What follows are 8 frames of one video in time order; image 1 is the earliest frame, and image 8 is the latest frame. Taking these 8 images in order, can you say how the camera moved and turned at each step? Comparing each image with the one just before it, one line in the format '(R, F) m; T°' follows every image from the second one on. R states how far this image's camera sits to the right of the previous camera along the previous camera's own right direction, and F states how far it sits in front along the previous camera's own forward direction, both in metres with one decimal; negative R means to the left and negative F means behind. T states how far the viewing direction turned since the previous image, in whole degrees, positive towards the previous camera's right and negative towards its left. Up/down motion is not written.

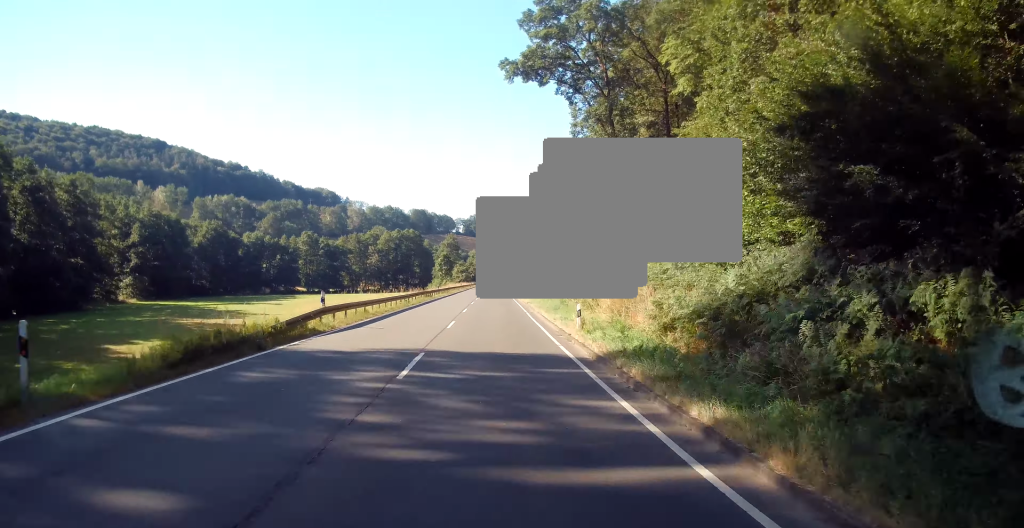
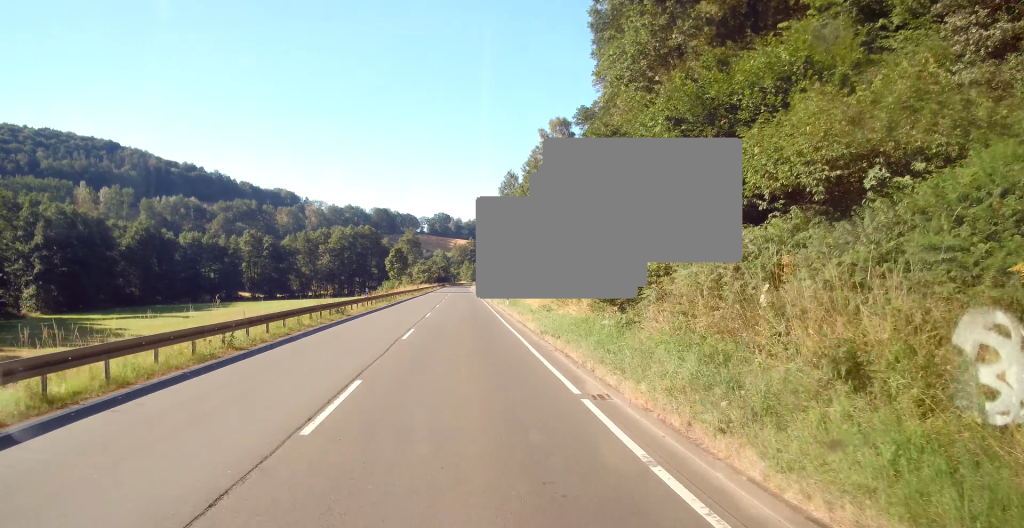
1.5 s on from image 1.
(+0.1, +27.7) m; +1°
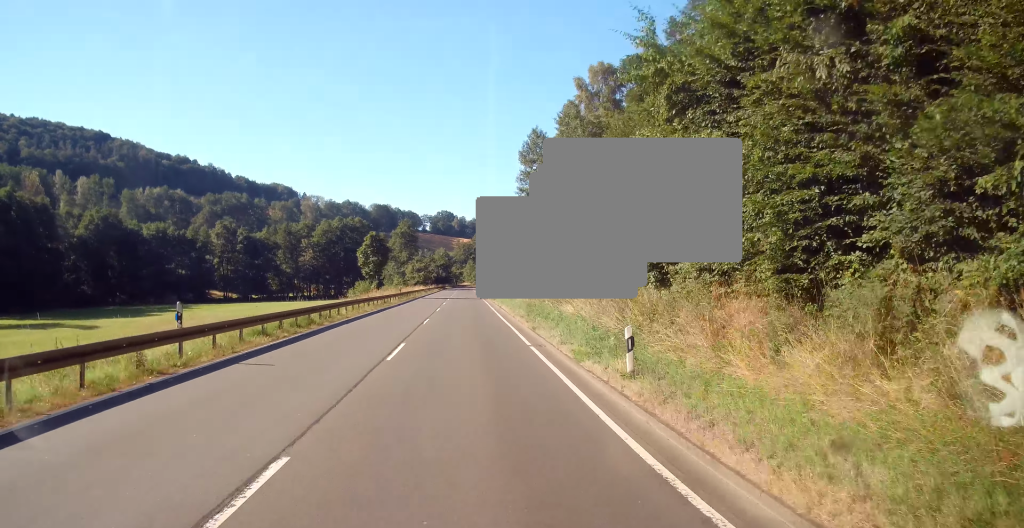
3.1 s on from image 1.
(+0.6, +29.4) m; +1°
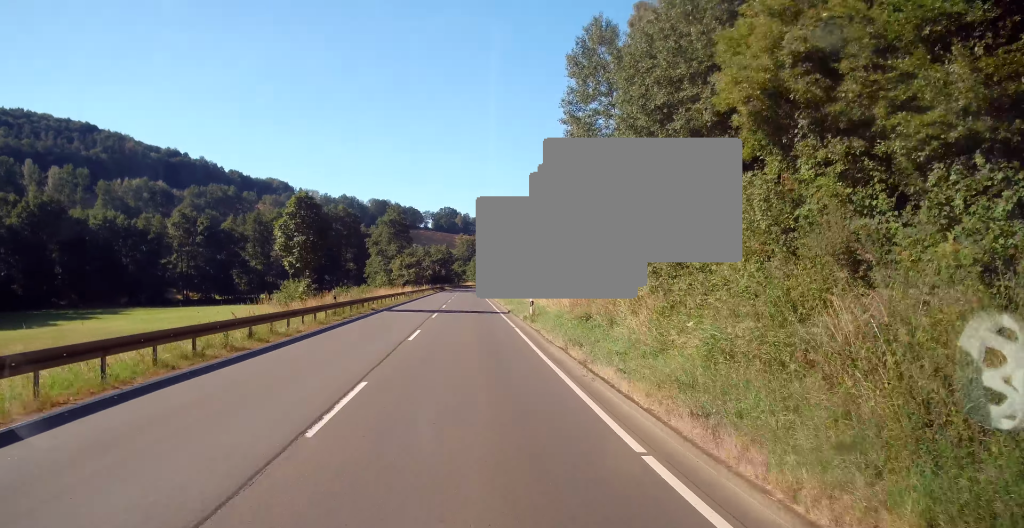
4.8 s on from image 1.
(0.0, +30.9) m; 0°
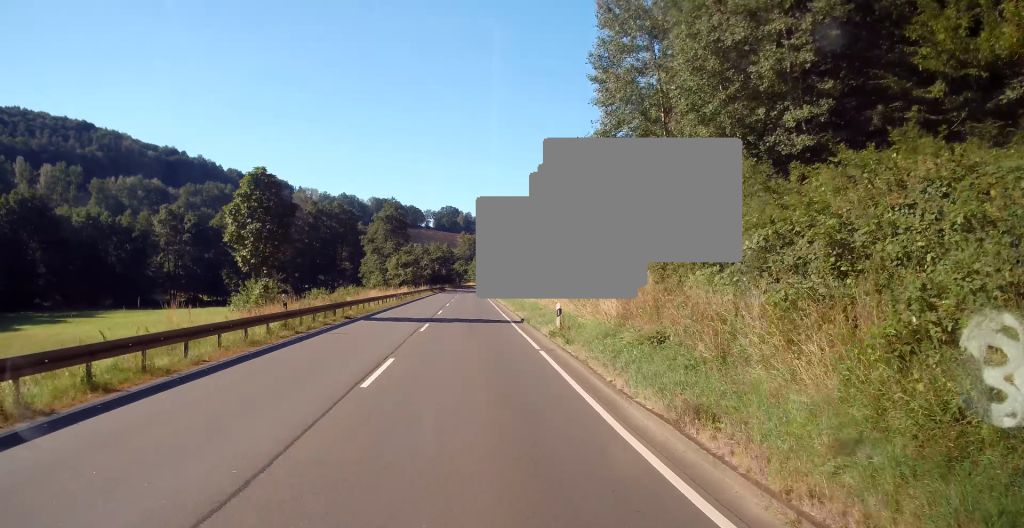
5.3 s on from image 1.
(0.0, +9.2) m; -1°
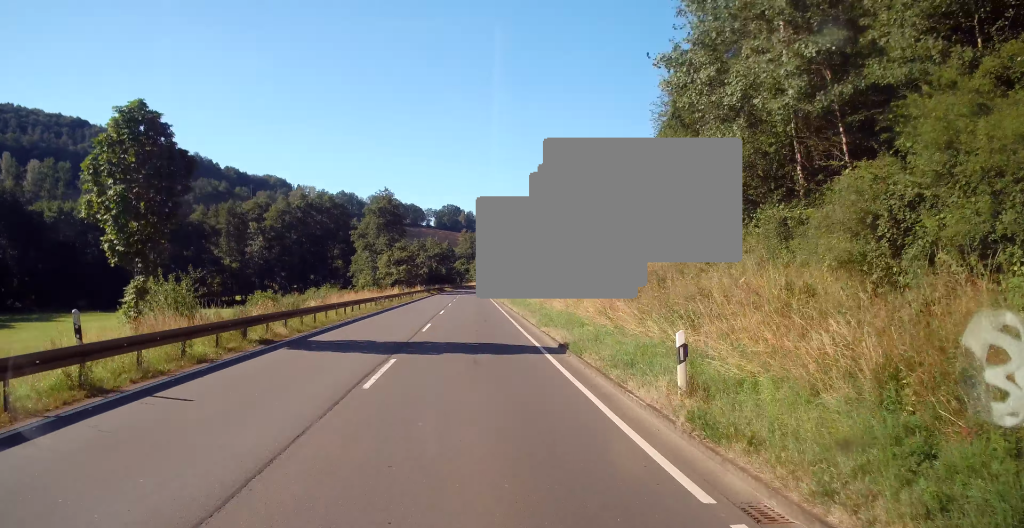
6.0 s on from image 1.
(-0.2, +12.5) m; 0°
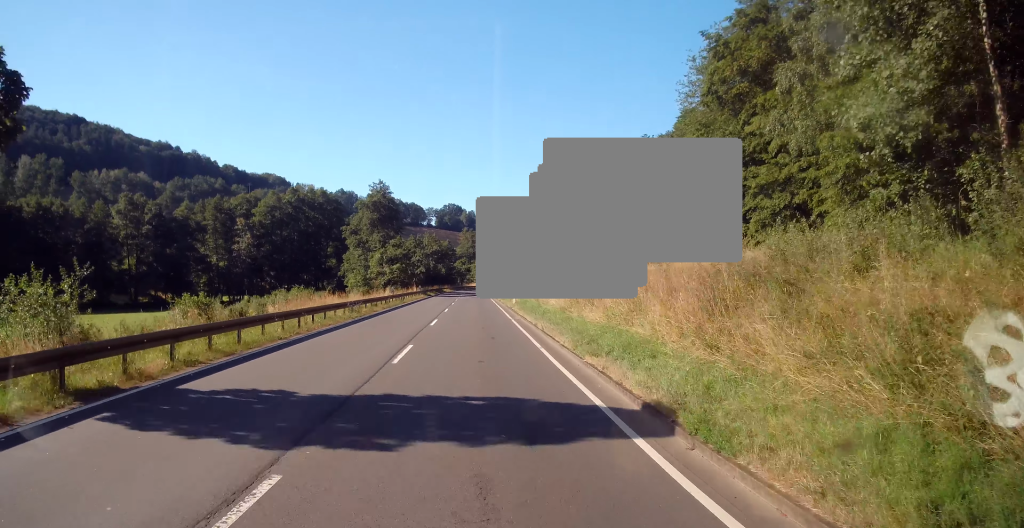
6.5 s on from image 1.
(-0.2, +8.7) m; 0°
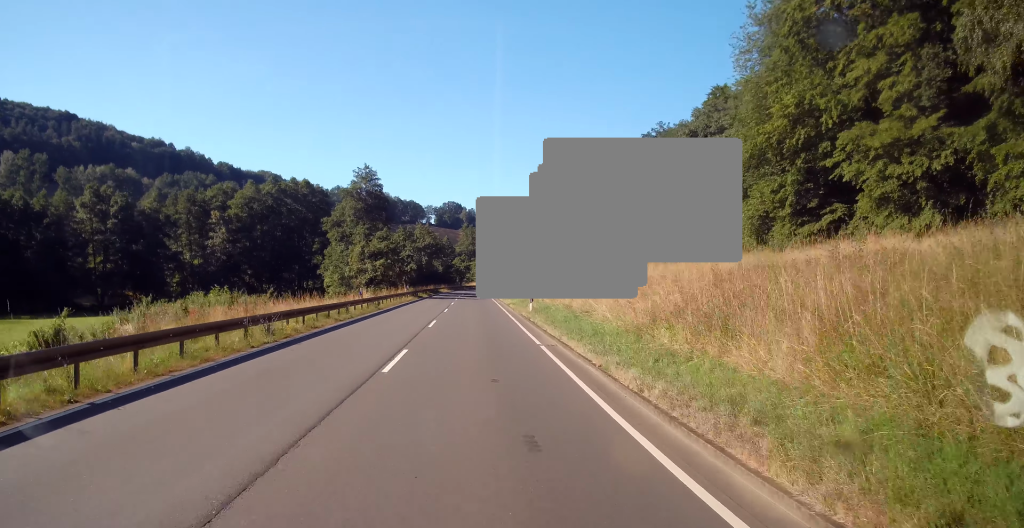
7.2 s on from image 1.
(+0.2, +13.3) m; +1°
